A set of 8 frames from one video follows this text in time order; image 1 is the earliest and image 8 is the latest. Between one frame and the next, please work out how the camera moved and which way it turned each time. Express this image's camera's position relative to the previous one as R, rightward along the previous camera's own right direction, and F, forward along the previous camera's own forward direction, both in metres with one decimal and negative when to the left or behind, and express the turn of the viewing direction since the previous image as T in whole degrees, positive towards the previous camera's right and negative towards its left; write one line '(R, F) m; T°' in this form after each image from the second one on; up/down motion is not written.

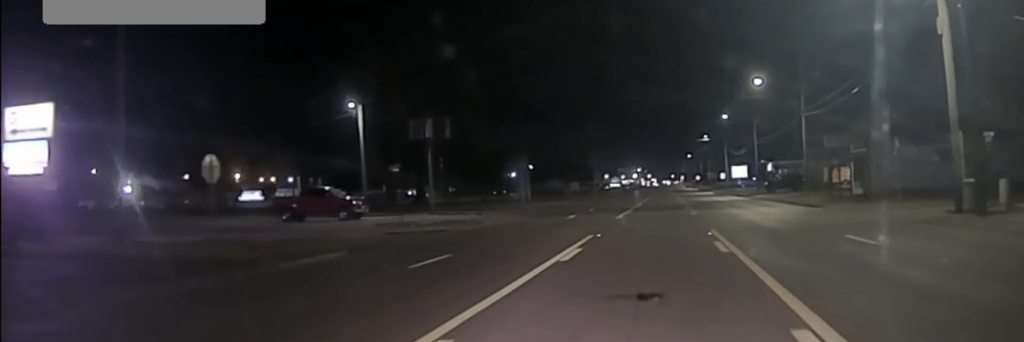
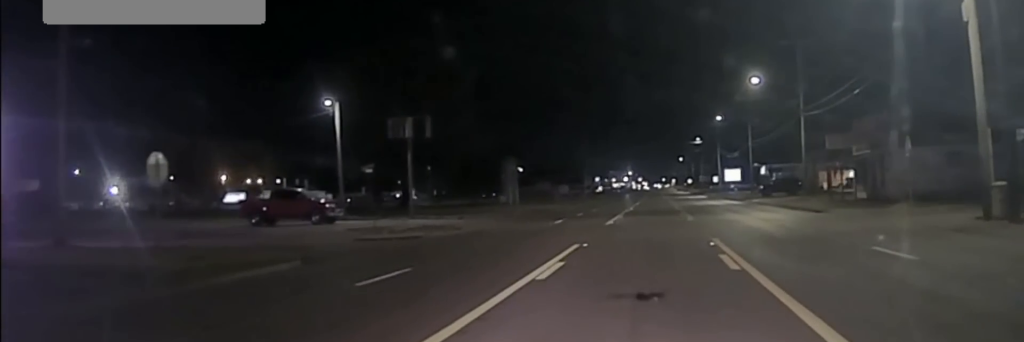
(0.0, +2.6) m; 0°
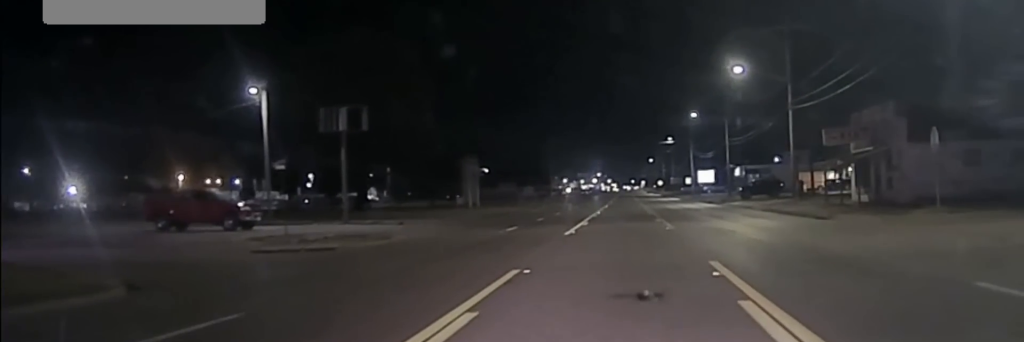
(0.0, +6.3) m; -1°
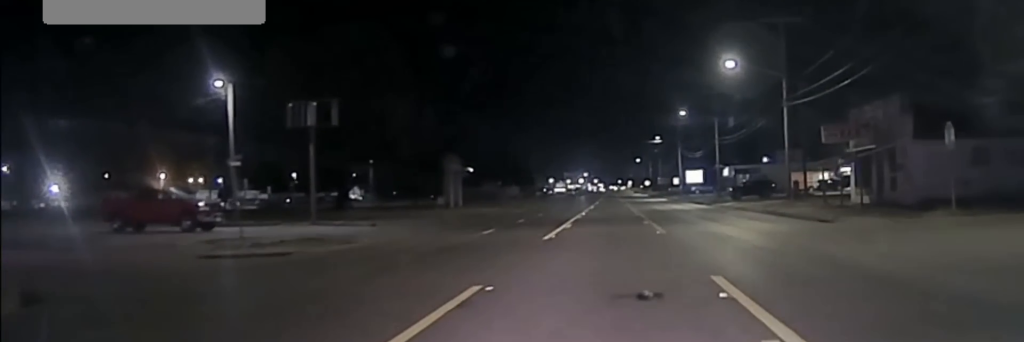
(0.0, +2.9) m; -1°
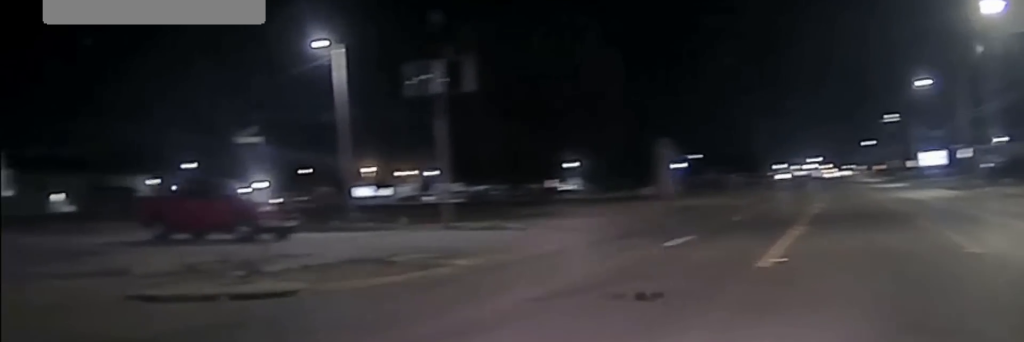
(-5.0, +10.4) m; -53°
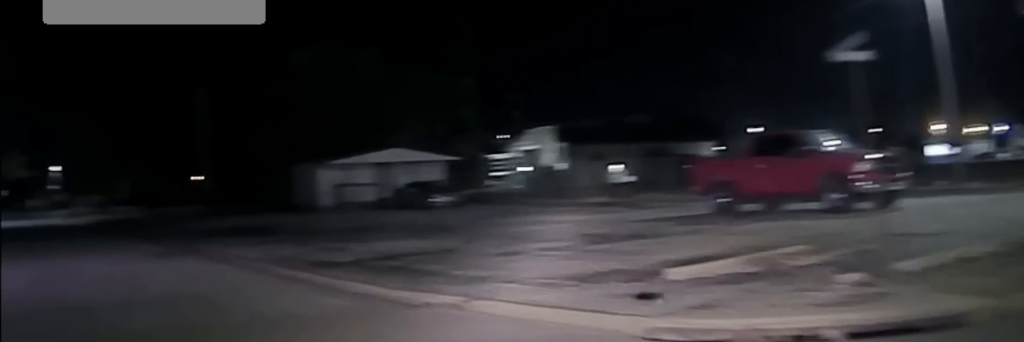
(-1.1, +7.1) m; -21°
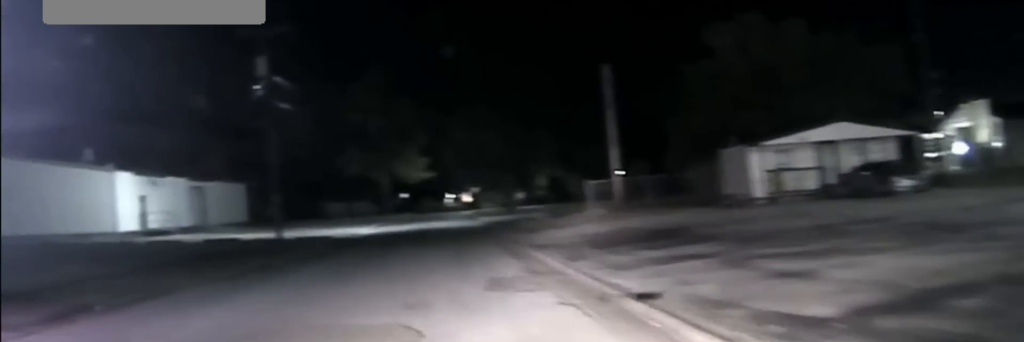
(-1.5, +8.3) m; -14°
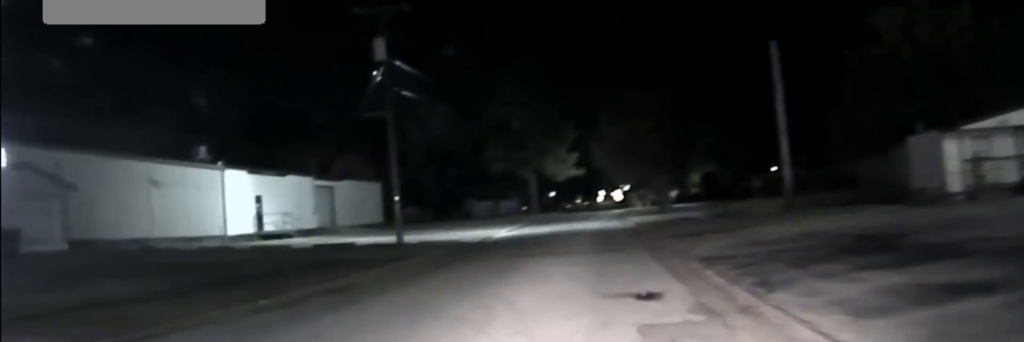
(-0.2, +6.5) m; -3°
